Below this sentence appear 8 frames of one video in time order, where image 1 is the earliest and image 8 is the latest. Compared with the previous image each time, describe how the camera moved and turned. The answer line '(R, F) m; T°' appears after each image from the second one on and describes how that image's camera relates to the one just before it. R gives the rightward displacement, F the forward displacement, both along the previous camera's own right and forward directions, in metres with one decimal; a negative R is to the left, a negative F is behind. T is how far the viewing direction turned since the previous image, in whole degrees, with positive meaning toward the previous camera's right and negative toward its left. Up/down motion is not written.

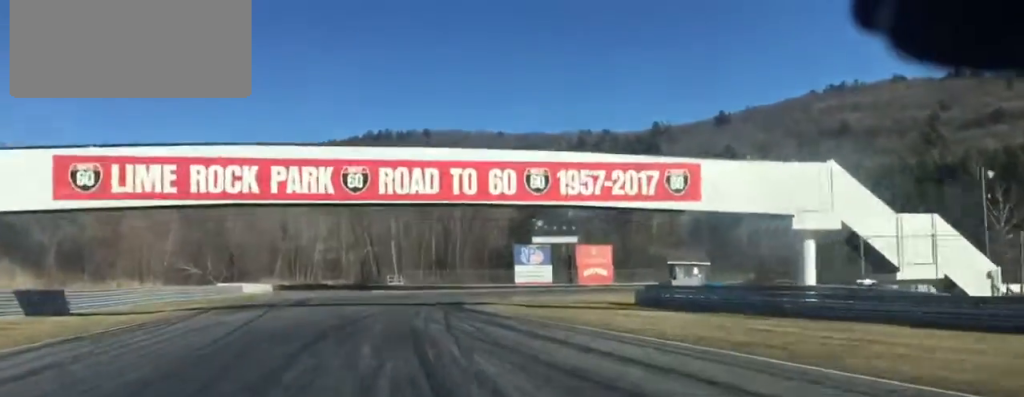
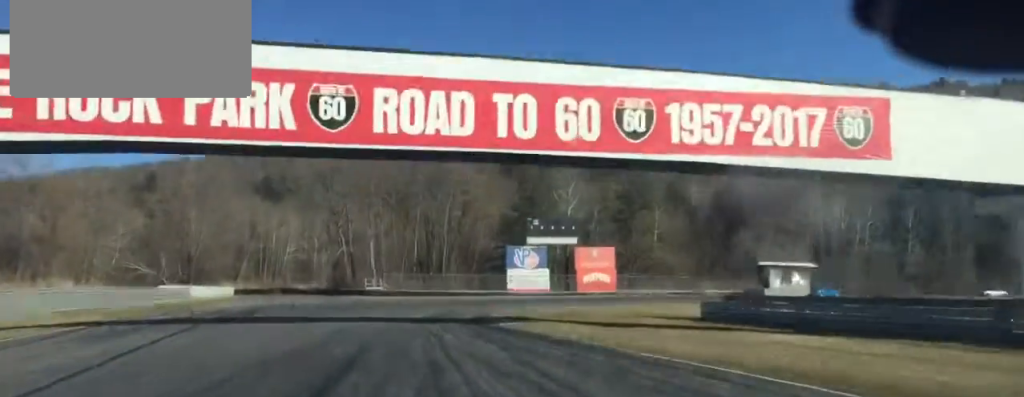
(0.0, +16.4) m; +3°
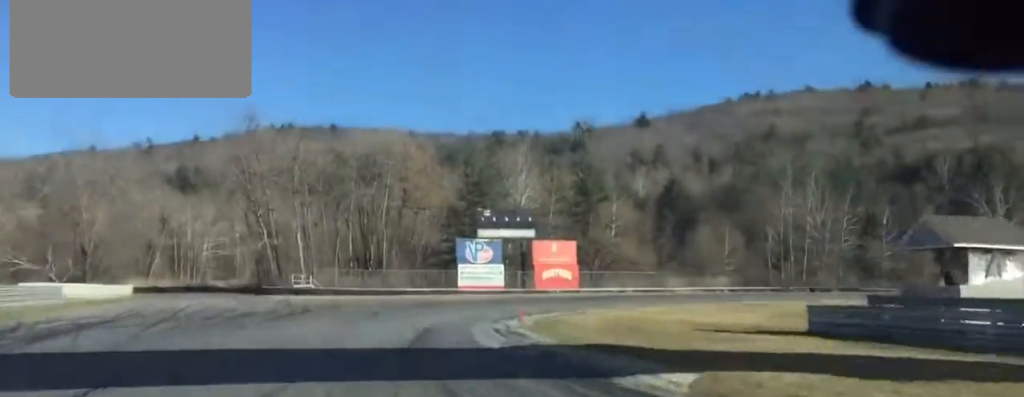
(+0.7, +18.9) m; +6°
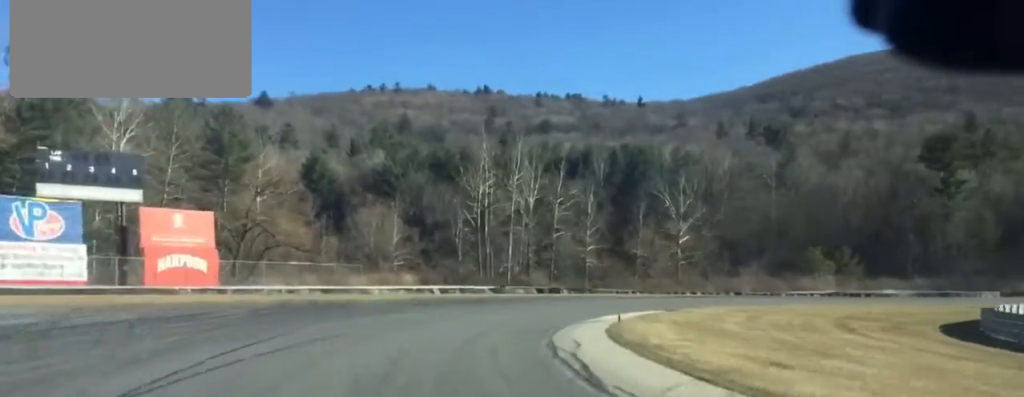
(+8.1, +43.1) m; +23°
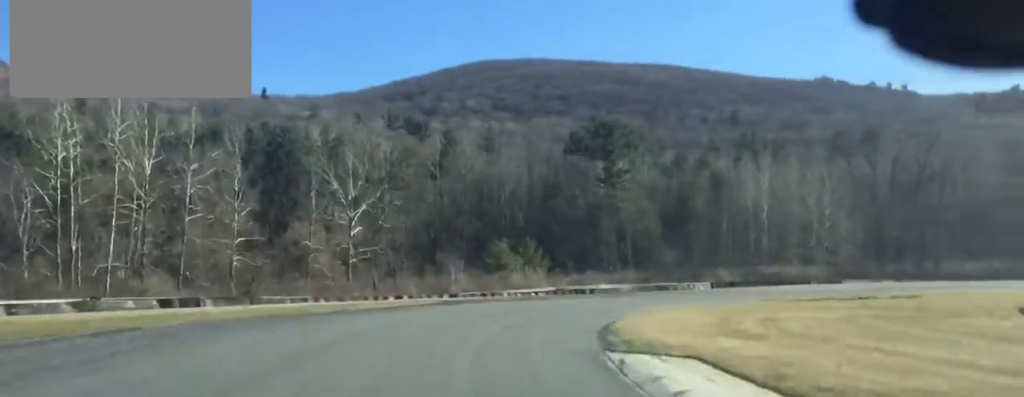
(+6.2, +32.9) m; +26°
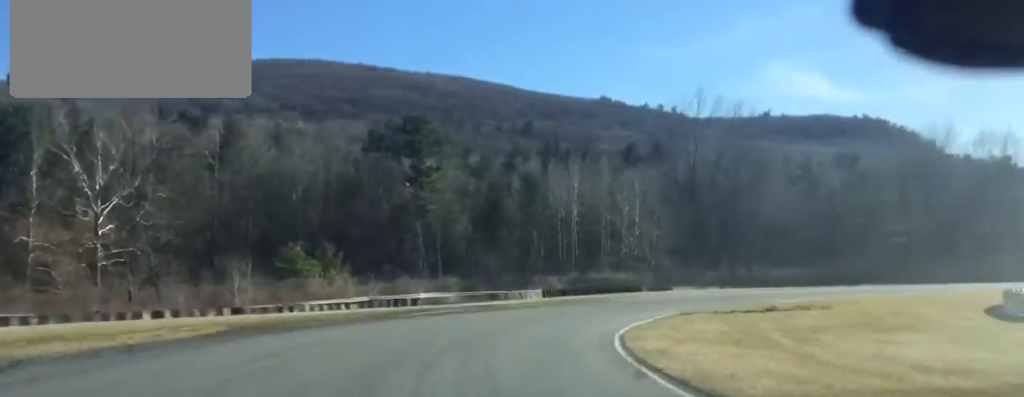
(+2.8, +16.7) m; +13°
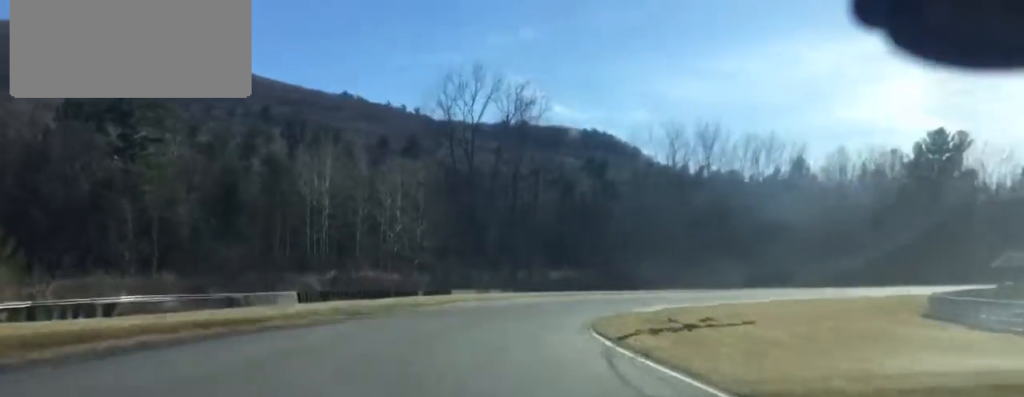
(+2.9, +20.6) m; +14°
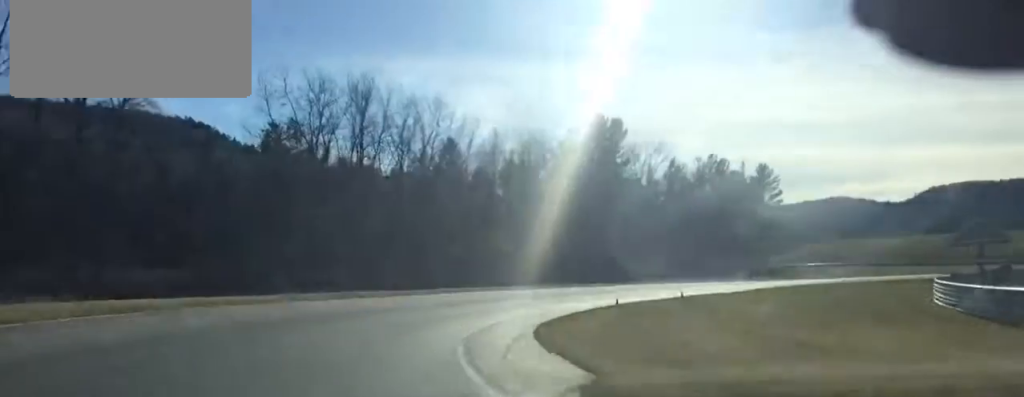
(+7.2, +35.5) m; +25°
